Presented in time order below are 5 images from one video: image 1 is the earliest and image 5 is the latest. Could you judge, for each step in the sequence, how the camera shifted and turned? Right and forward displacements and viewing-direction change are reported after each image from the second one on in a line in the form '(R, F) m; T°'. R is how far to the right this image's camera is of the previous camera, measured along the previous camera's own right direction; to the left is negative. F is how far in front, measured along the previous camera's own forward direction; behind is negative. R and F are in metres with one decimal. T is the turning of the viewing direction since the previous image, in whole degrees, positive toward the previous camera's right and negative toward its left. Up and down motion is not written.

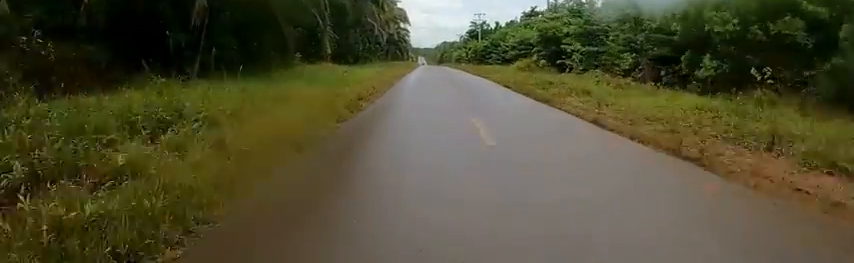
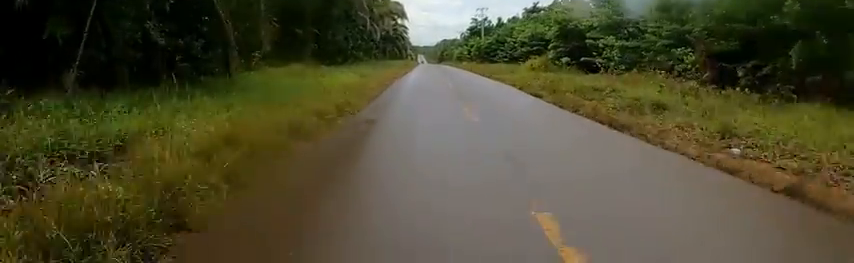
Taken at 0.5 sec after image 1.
(0.0, +6.1) m; 0°
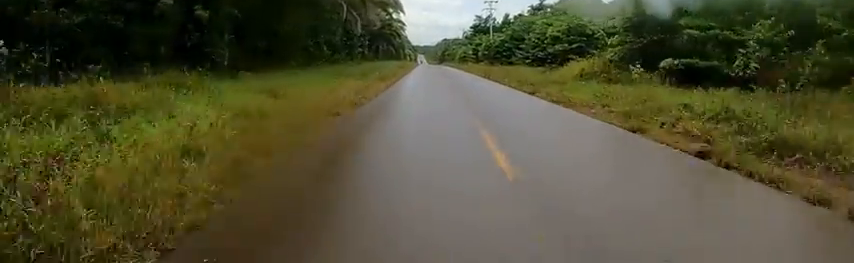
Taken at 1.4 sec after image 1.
(0.0, +12.6) m; 0°
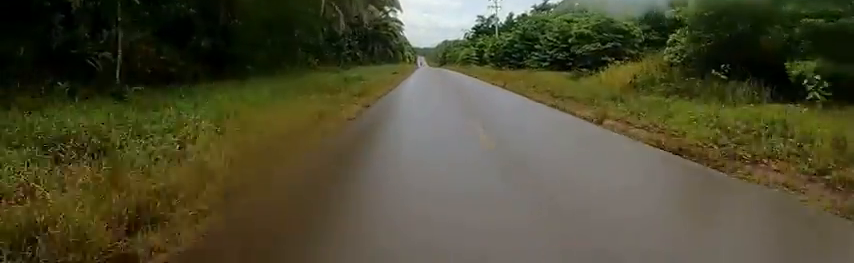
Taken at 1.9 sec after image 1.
(0.0, +6.5) m; 0°
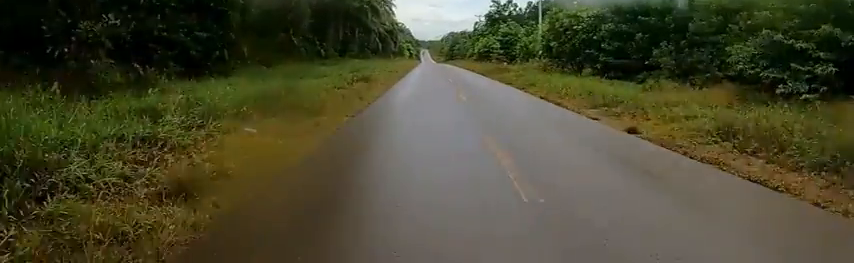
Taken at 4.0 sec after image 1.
(-0.2, +26.0) m; -2°
